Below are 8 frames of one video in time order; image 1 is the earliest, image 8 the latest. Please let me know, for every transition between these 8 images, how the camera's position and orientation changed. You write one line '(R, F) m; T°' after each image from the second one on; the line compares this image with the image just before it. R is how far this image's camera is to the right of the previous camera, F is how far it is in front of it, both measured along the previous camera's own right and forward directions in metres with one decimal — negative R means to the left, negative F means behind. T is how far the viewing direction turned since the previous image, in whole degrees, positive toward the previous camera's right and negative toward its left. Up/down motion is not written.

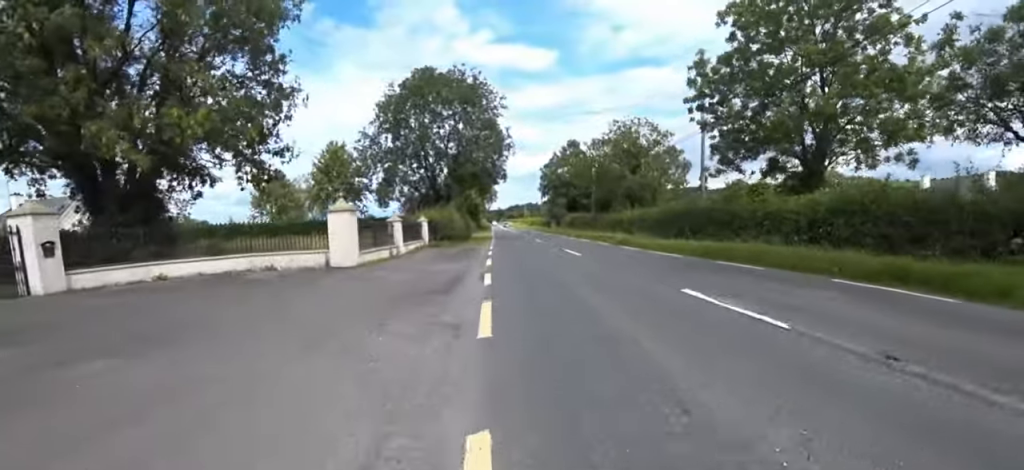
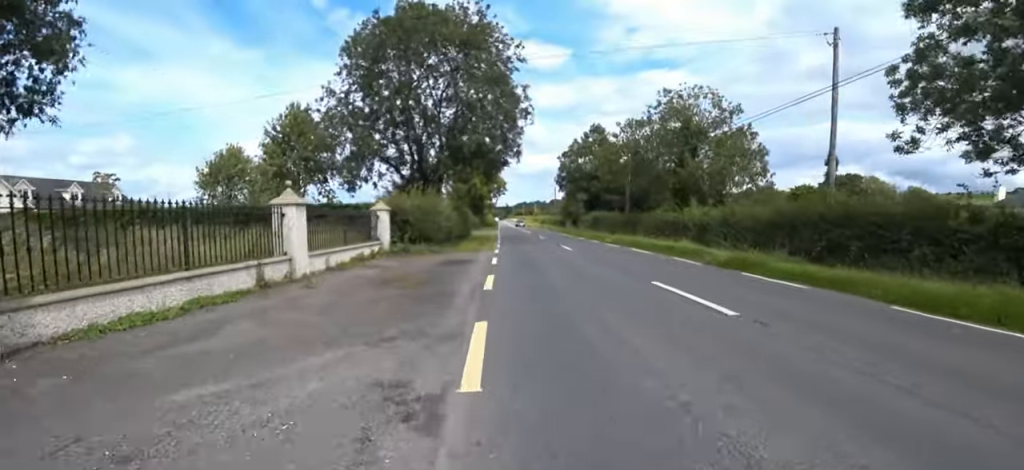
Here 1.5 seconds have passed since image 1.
(0.0, +10.4) m; -2°
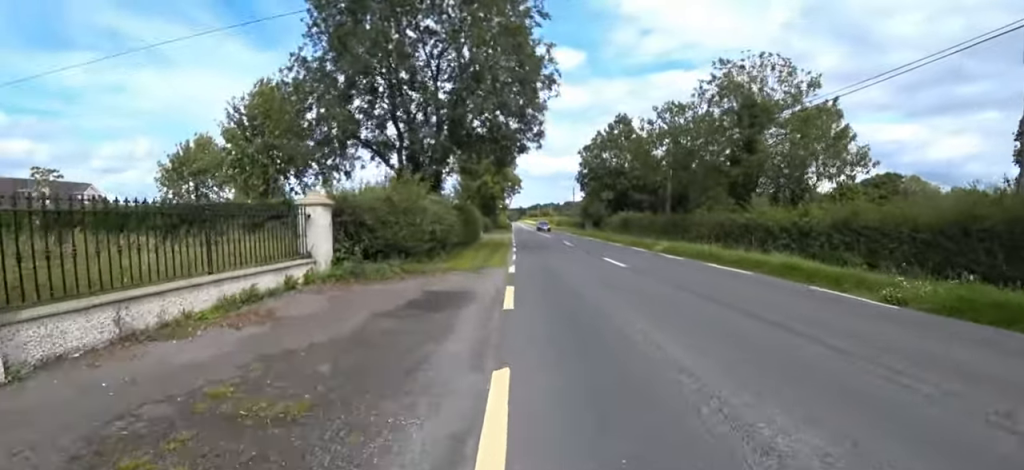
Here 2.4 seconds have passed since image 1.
(-0.1, +6.5) m; +1°
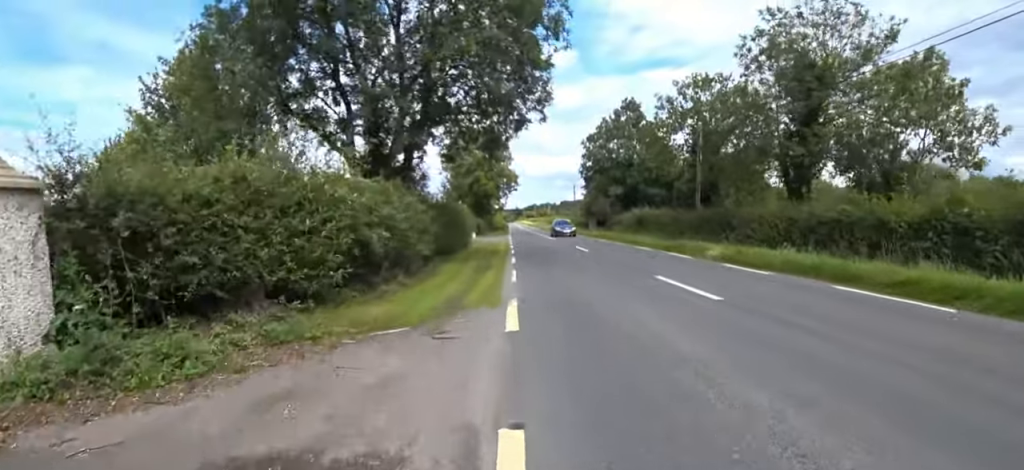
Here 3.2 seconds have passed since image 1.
(+0.2, +5.7) m; +1°
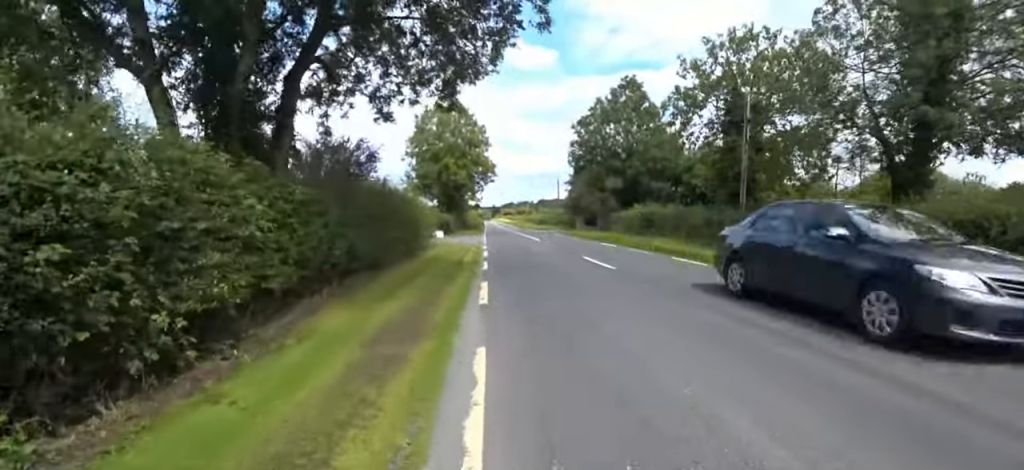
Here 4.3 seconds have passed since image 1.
(0.0, +7.5) m; -2°
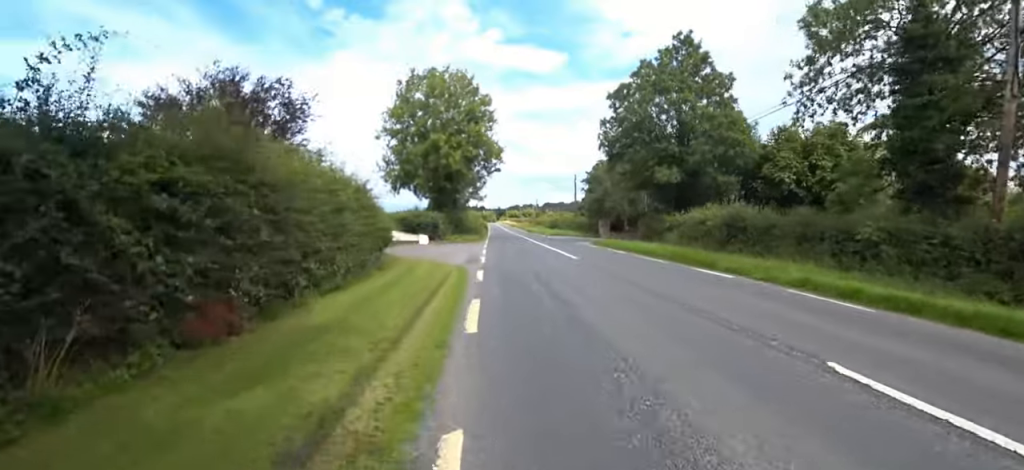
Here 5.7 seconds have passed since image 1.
(-0.2, +10.4) m; +2°
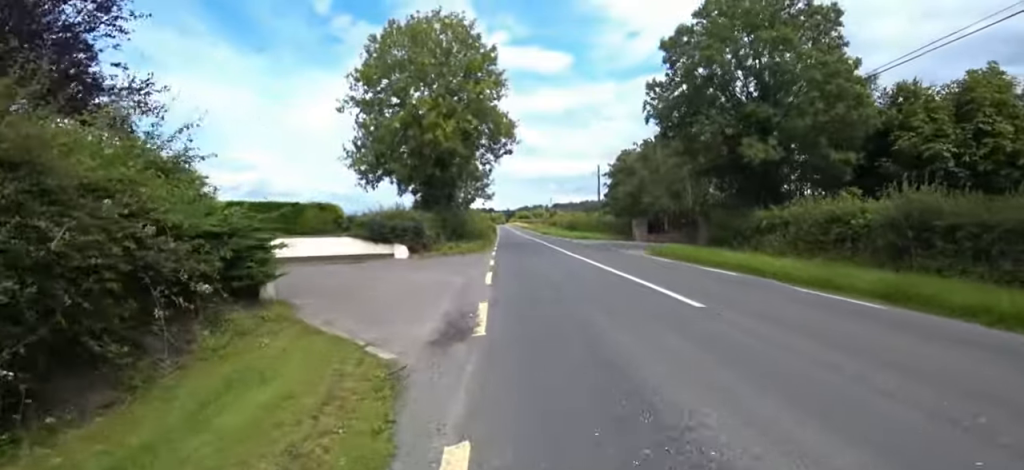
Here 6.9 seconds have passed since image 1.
(+0.3, +8.2) m; 0°
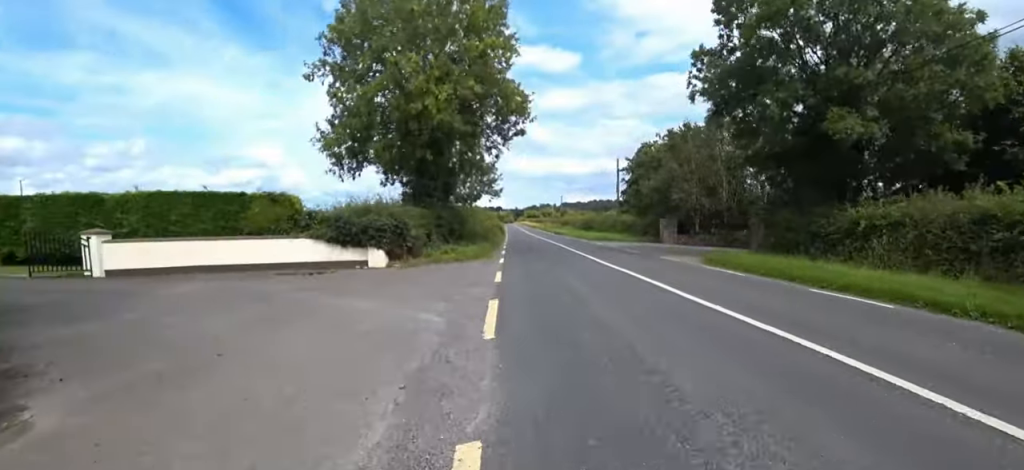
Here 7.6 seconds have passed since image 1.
(-0.2, +4.4) m; 0°
